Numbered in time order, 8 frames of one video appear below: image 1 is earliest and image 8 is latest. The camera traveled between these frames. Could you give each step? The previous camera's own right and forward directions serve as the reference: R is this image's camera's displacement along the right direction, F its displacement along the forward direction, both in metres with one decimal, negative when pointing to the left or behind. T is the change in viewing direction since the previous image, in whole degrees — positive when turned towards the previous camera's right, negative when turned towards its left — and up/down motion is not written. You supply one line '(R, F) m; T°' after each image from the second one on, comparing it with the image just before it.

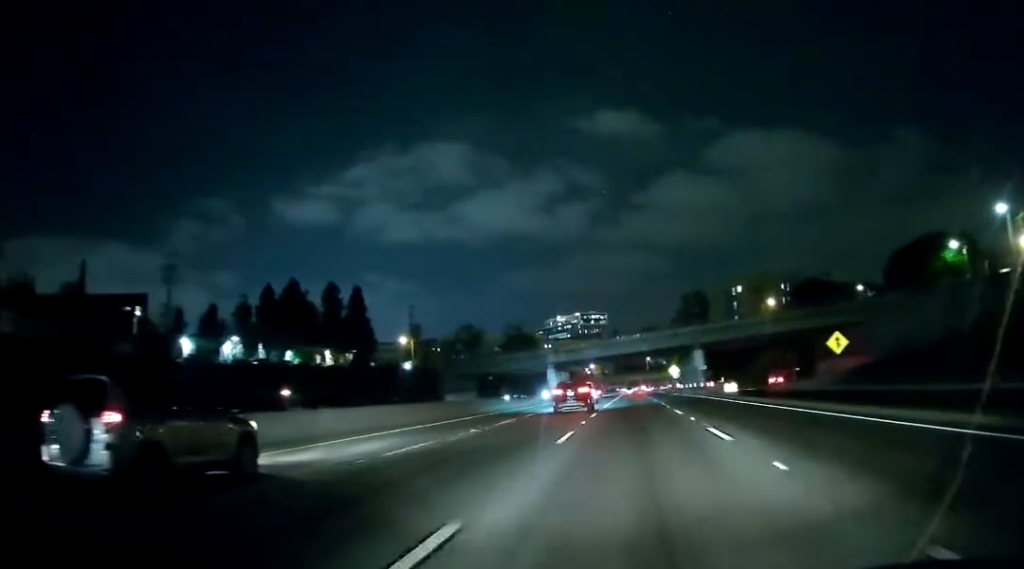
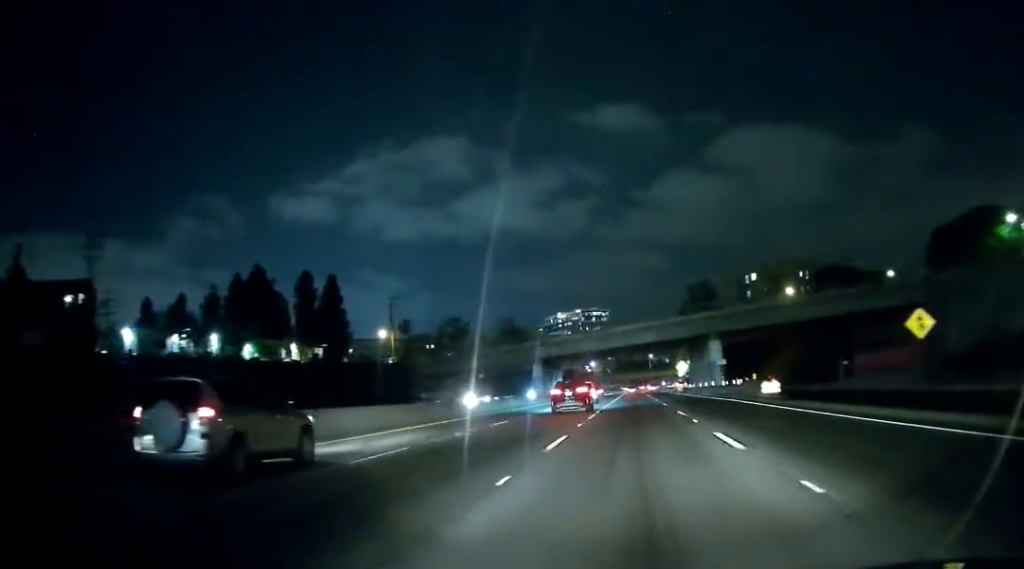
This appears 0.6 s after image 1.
(-0.2, +17.1) m; -1°
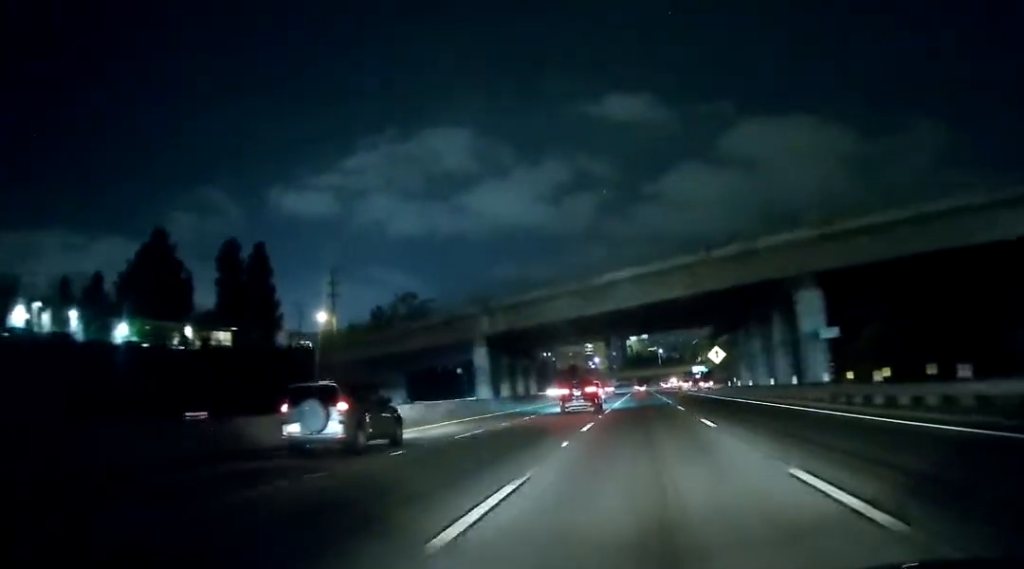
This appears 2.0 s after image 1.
(-0.1, +36.8) m; +1°
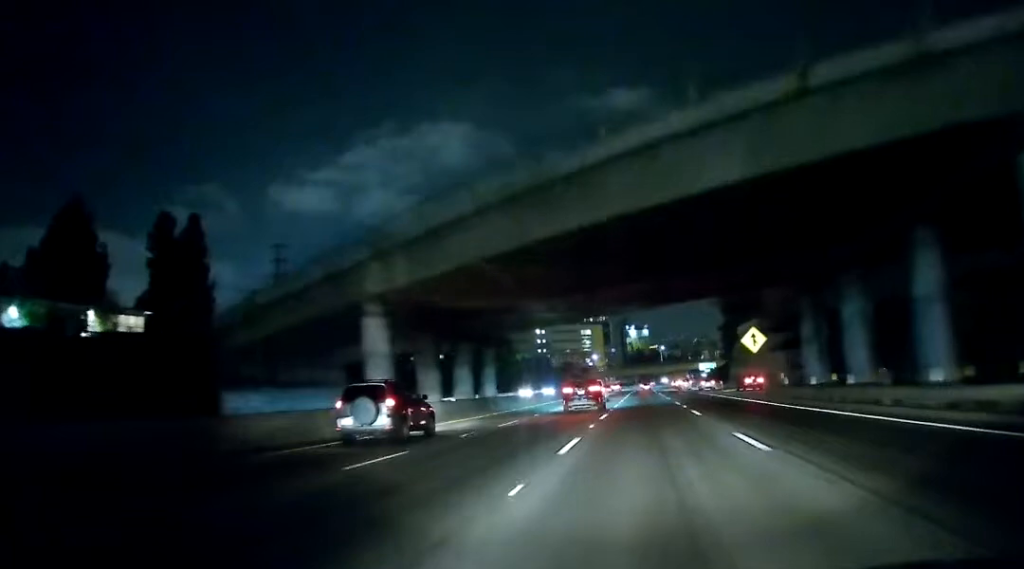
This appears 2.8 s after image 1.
(+0.2, +22.5) m; 0°
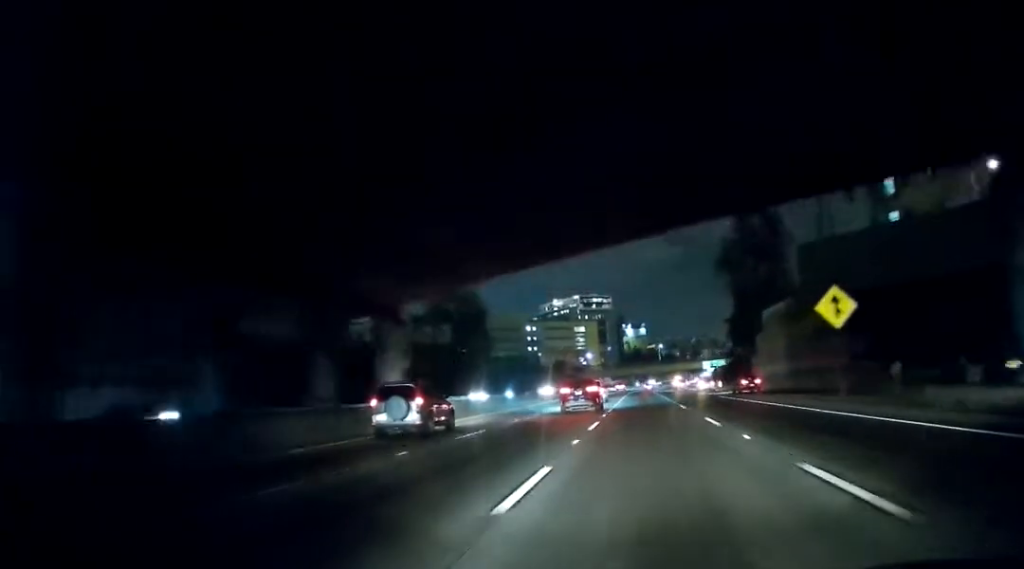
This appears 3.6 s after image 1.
(0.0, +20.8) m; 0°
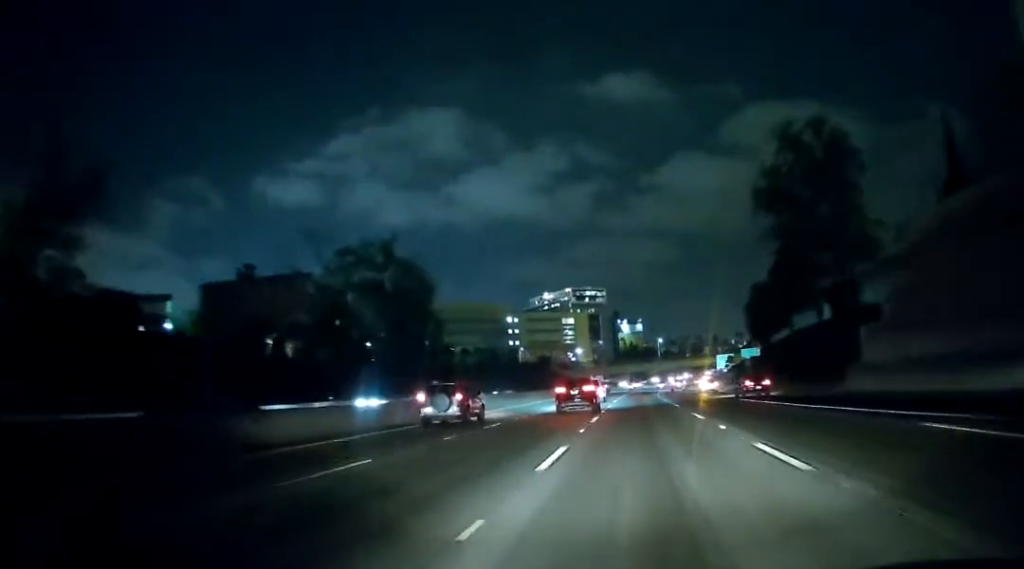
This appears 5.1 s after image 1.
(+0.1, +40.5) m; 0°
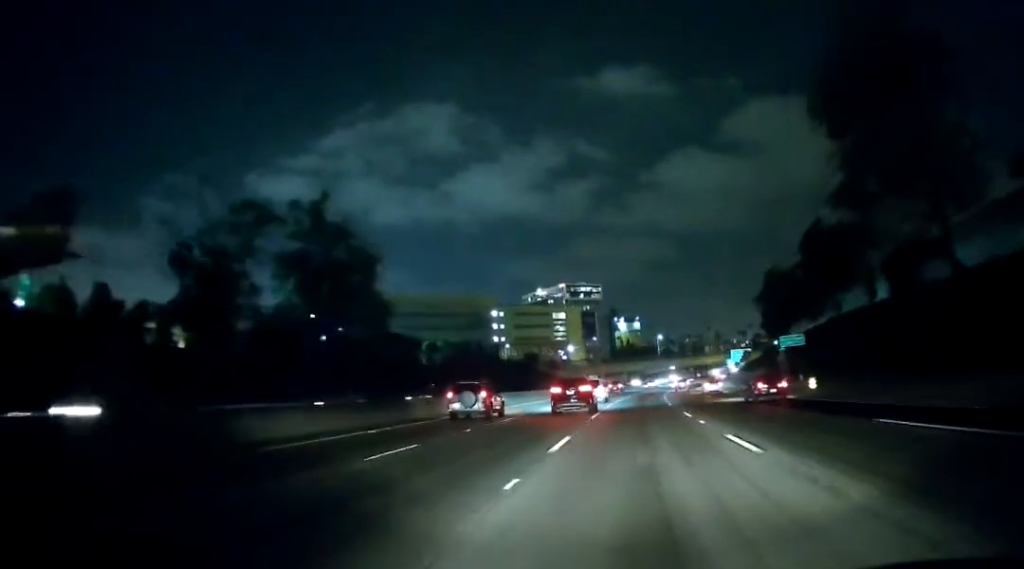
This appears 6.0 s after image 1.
(-0.4, +25.4) m; 0°
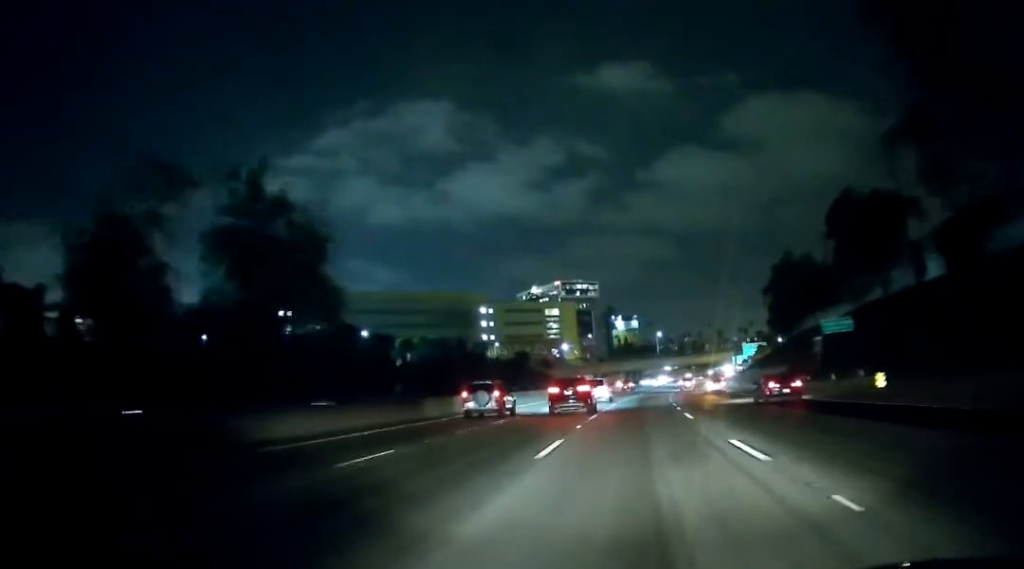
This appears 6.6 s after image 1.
(+0.2, +16.2) m; +1°
